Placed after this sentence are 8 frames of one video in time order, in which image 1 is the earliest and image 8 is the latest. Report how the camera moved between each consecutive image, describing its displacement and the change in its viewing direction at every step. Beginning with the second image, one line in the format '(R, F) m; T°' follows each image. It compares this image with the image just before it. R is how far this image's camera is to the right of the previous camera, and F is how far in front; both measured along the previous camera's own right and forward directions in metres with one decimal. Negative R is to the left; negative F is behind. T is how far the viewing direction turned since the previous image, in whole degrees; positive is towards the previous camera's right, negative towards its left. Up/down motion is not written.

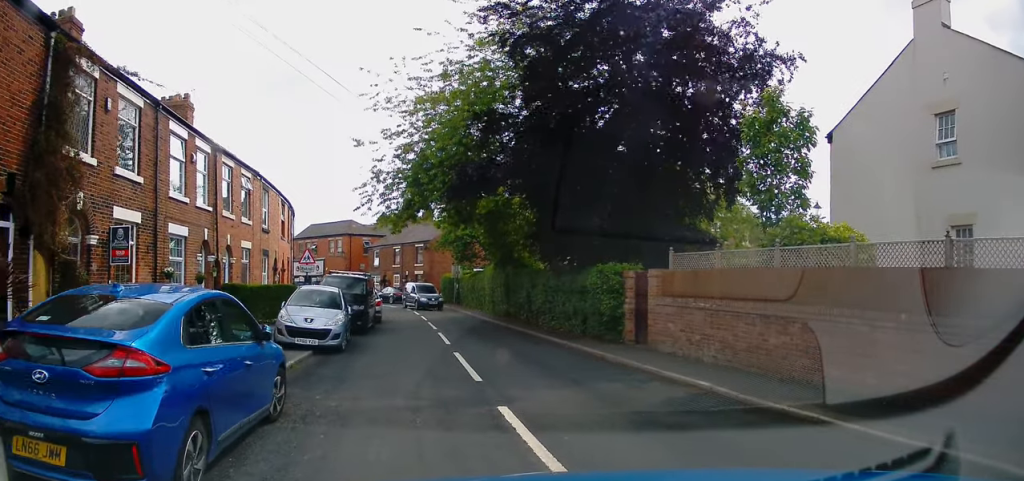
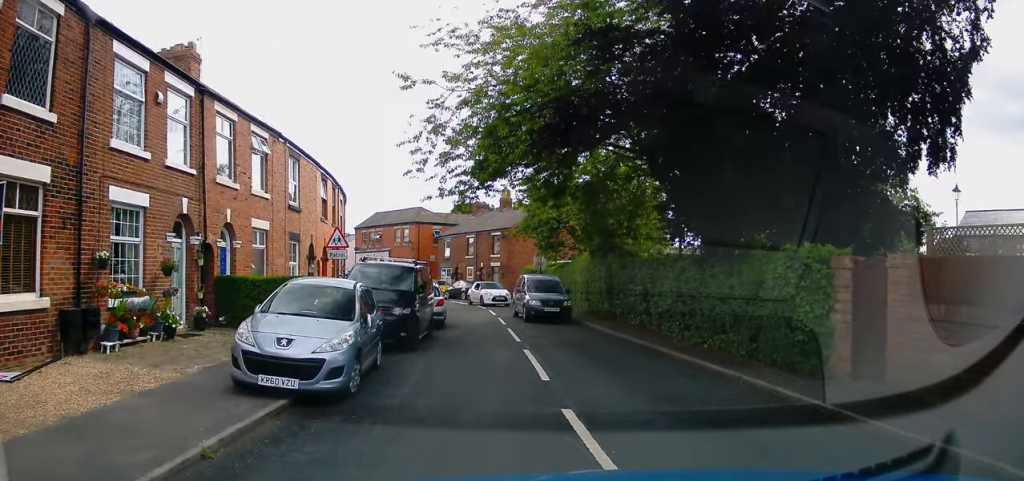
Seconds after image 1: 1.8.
(-0.1, +6.4) m; -5°
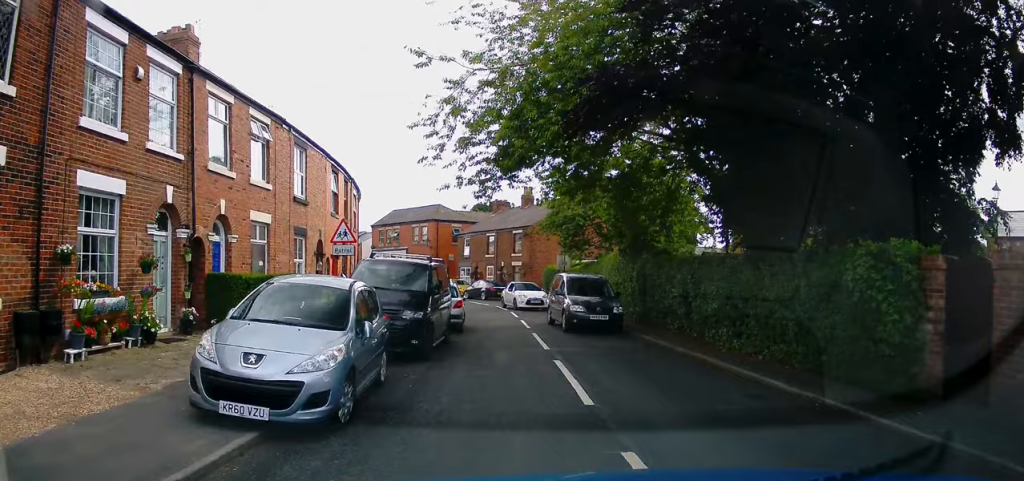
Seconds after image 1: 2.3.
(-0.1, +1.7) m; -3°
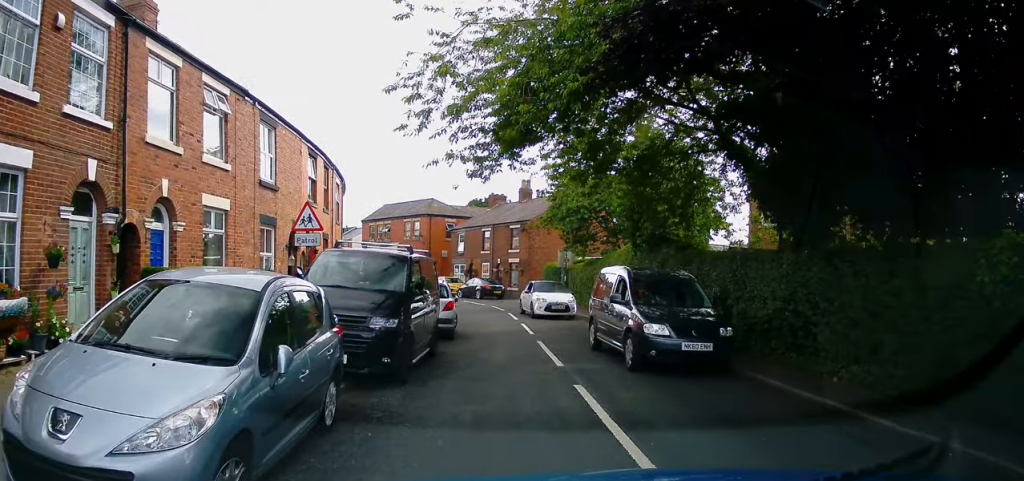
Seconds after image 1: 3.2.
(-0.2, +2.8) m; -2°
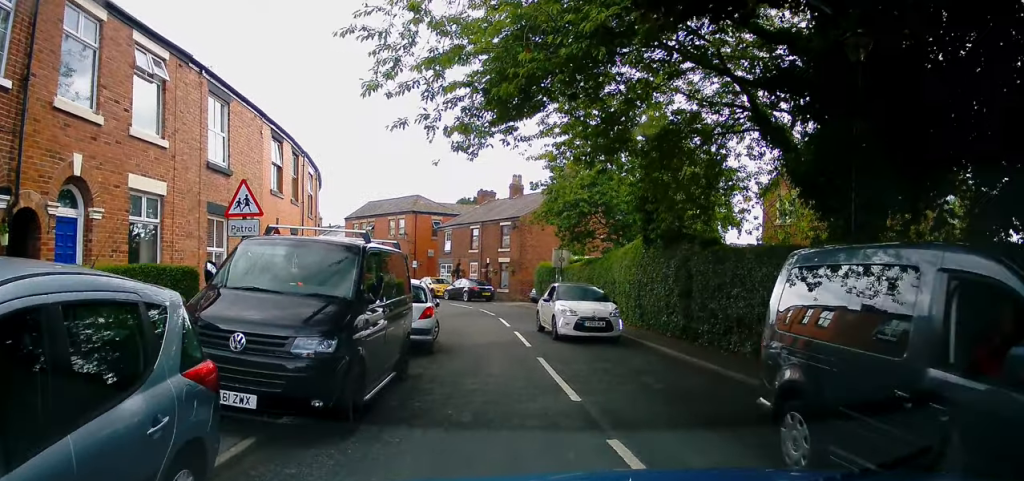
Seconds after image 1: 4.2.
(+0.1, +2.9) m; +6°
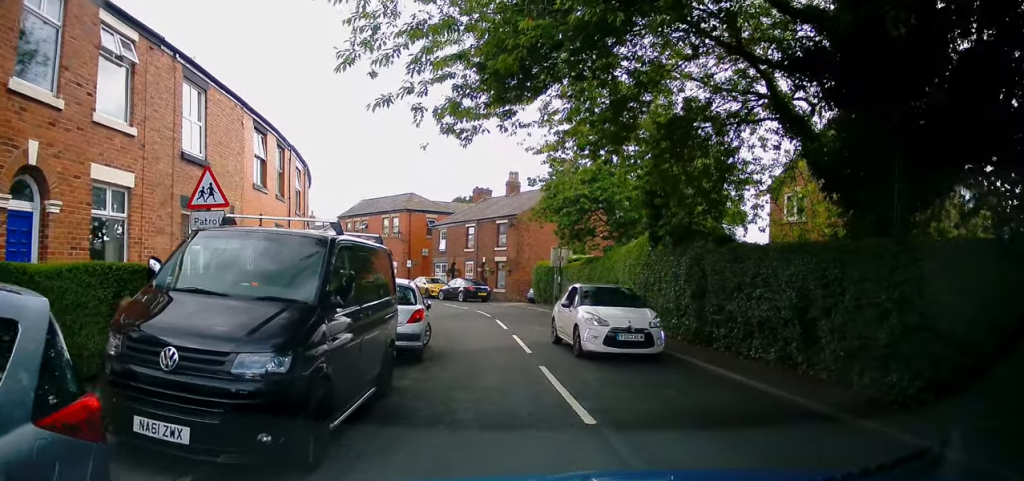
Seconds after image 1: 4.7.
(+0.1, +1.1) m; +2°
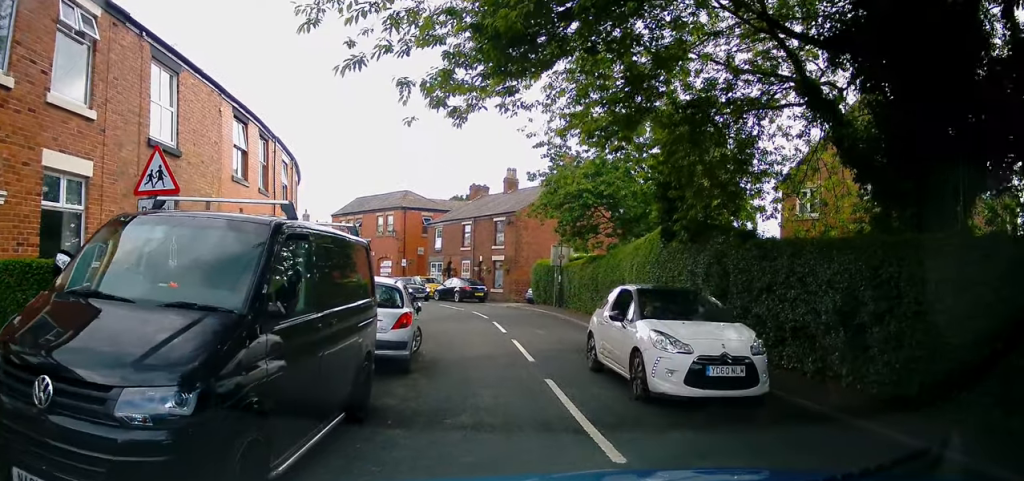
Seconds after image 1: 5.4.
(0.0, +1.2) m; +1°
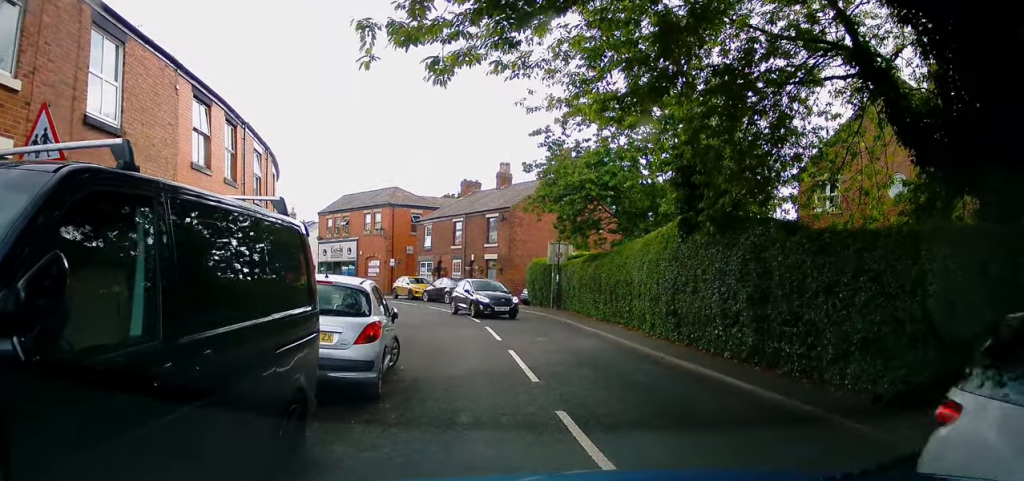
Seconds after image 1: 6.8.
(-0.3, +1.8) m; 0°
